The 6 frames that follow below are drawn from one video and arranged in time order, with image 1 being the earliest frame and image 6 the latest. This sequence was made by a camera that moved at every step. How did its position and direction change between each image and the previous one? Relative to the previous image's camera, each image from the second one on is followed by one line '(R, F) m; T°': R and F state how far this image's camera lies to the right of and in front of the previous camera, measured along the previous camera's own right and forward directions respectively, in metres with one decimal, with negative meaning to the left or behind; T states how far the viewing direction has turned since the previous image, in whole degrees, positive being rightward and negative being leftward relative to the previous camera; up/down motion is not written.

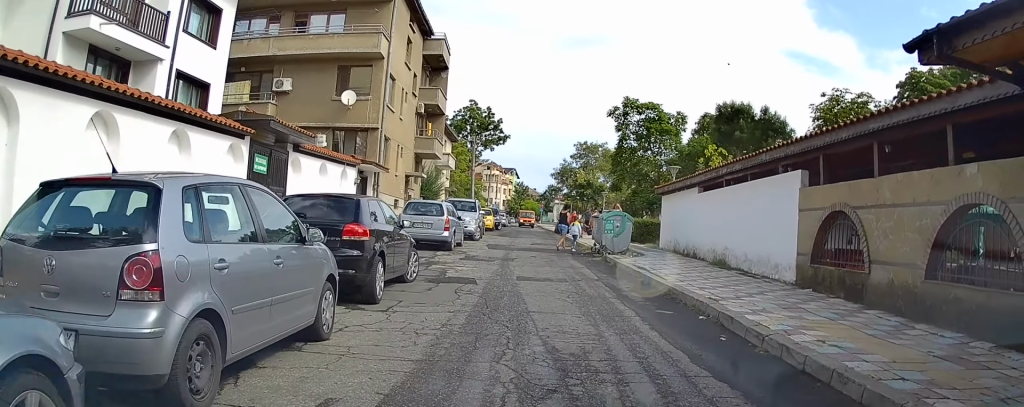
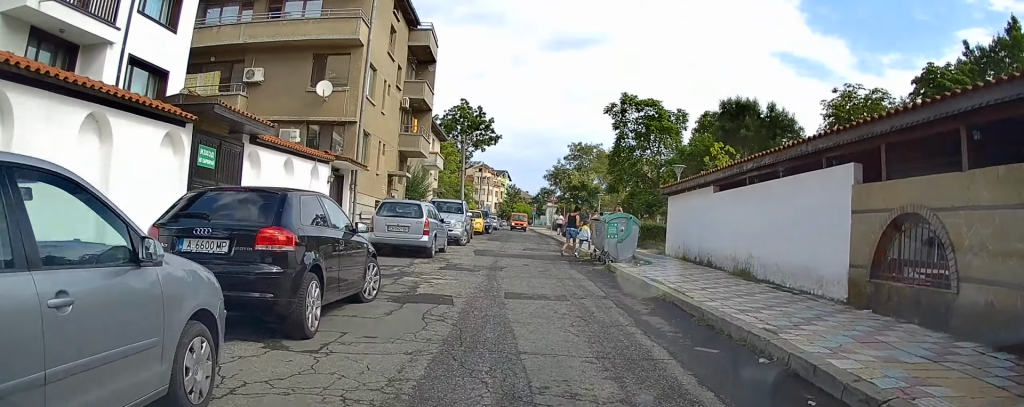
(-0.1, +2.6) m; 0°
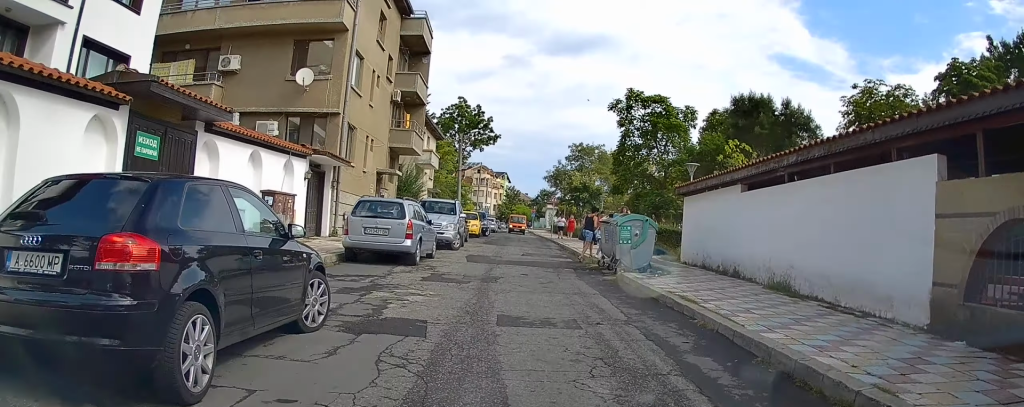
(+0.1, +2.6) m; +1°
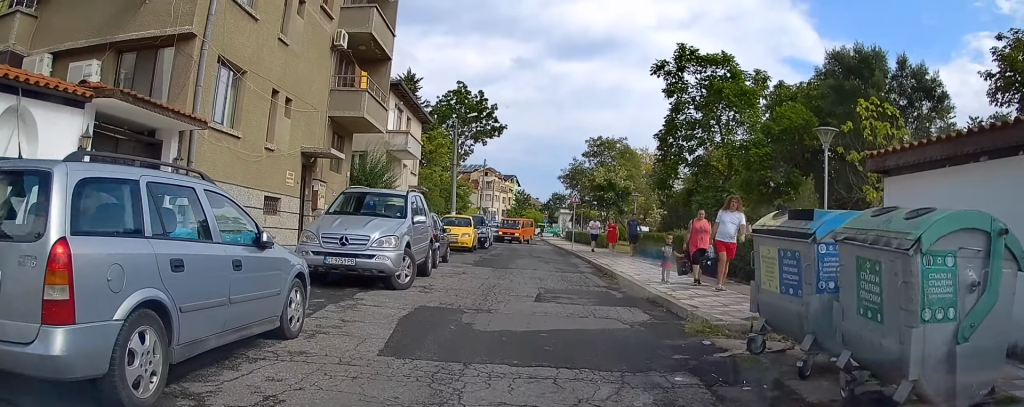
(-0.3, +12.7) m; -3°
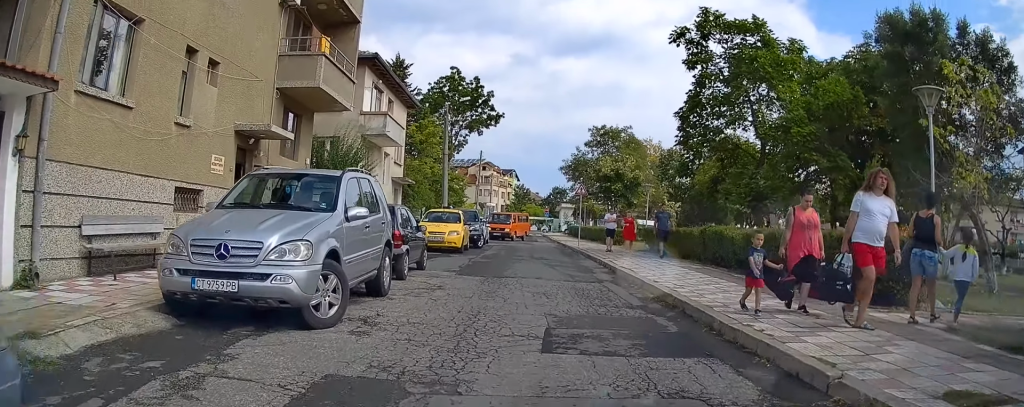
(0.0, +5.0) m; 0°
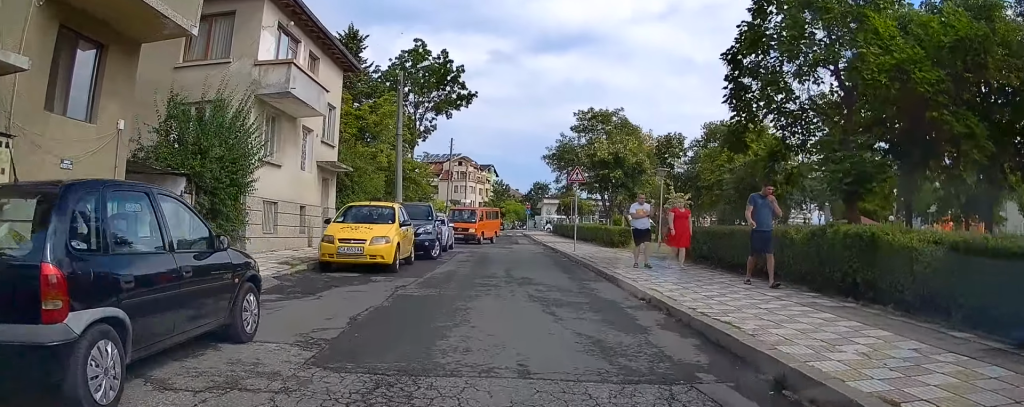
(+0.1, +9.8) m; +2°
